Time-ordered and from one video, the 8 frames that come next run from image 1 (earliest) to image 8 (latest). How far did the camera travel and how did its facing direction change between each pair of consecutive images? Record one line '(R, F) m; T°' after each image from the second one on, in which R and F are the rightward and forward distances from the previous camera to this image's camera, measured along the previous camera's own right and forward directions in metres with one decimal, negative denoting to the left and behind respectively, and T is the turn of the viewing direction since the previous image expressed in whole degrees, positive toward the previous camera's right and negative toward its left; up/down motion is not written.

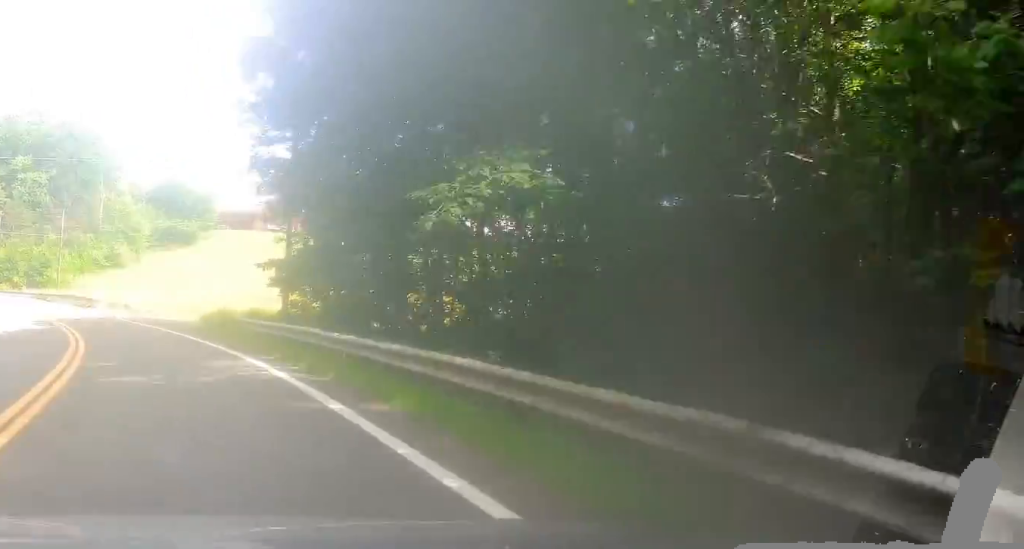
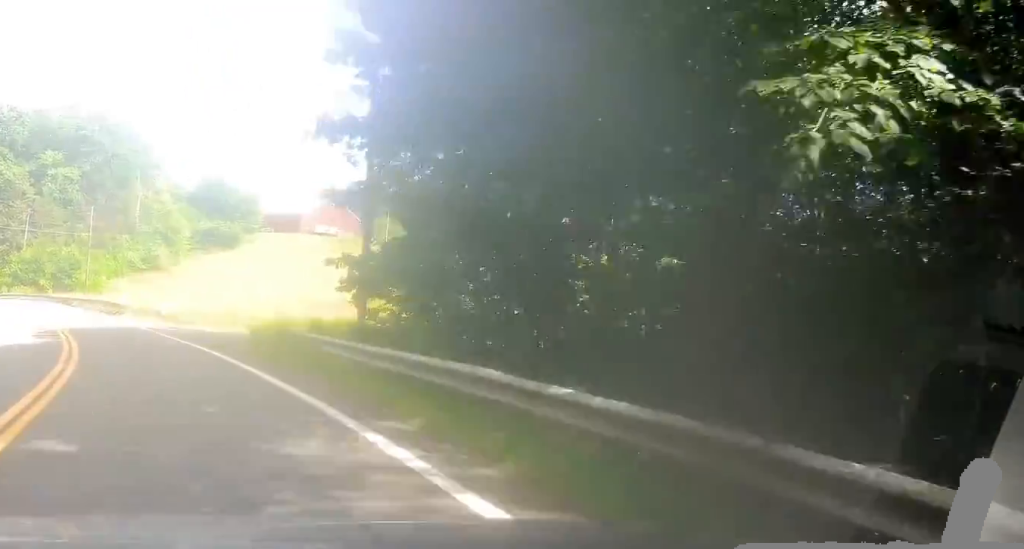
(-0.1, +8.4) m; -2°
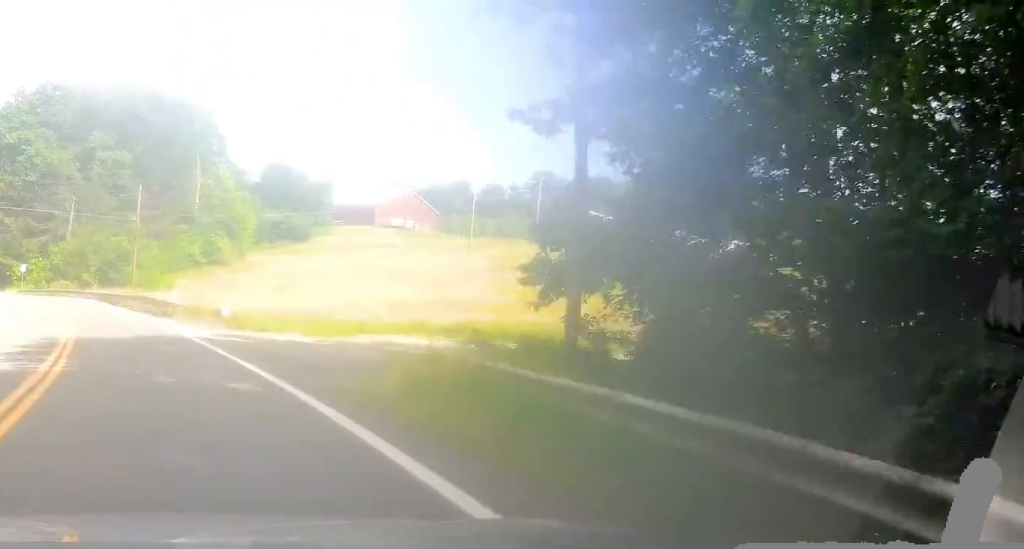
(-0.4, +11.6) m; -4°
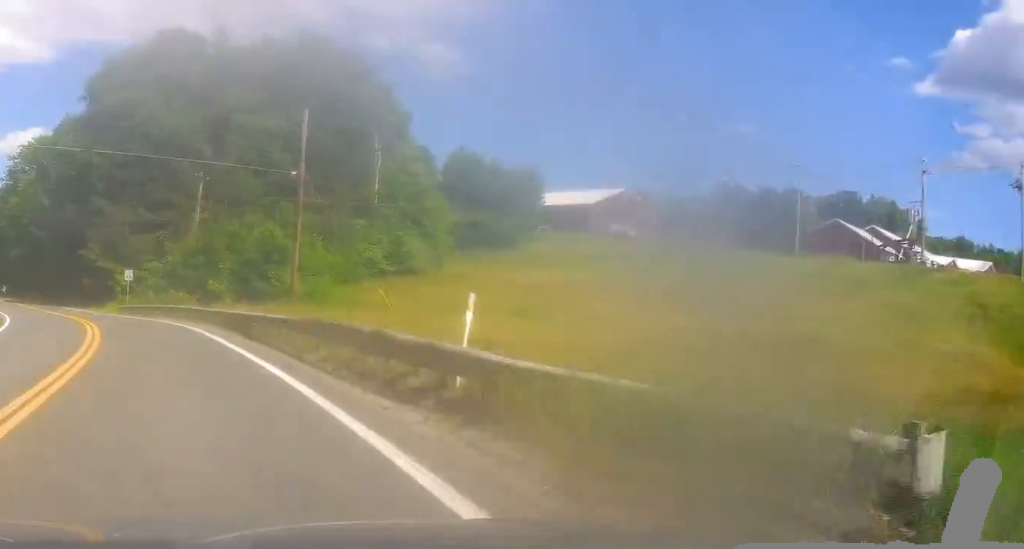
(-2.8, +28.8) m; -11°
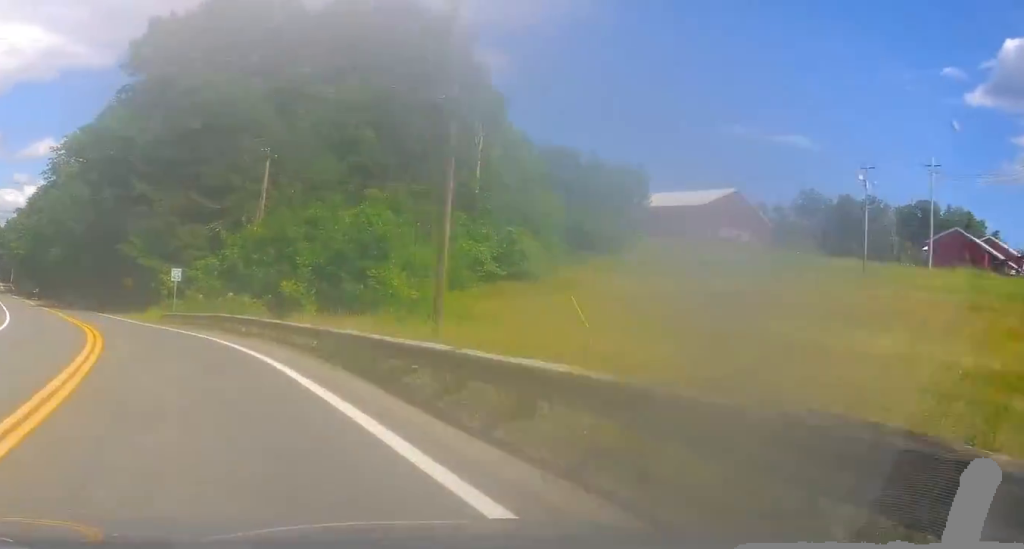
(-0.5, +13.5) m; -5°
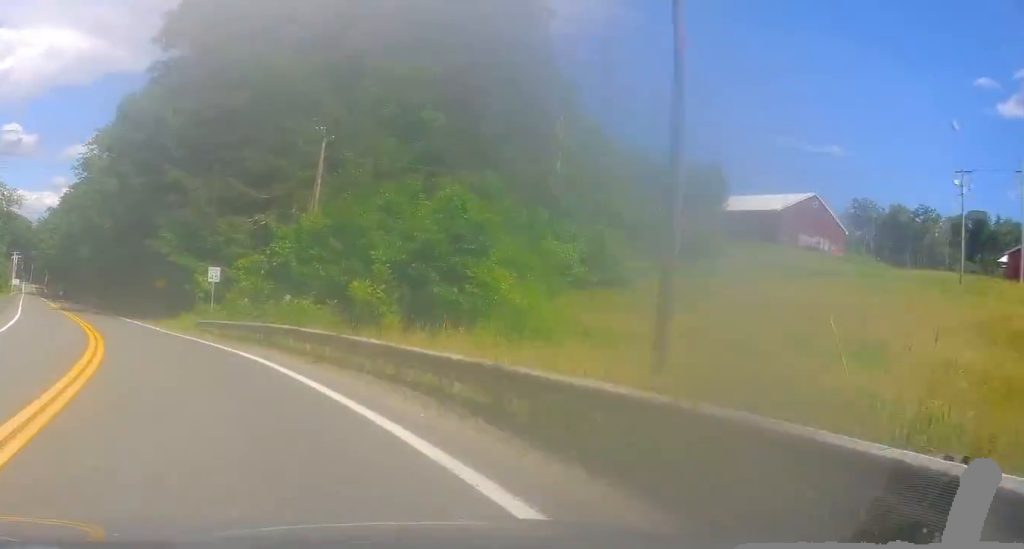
(+0.2, +8.3) m; -3°
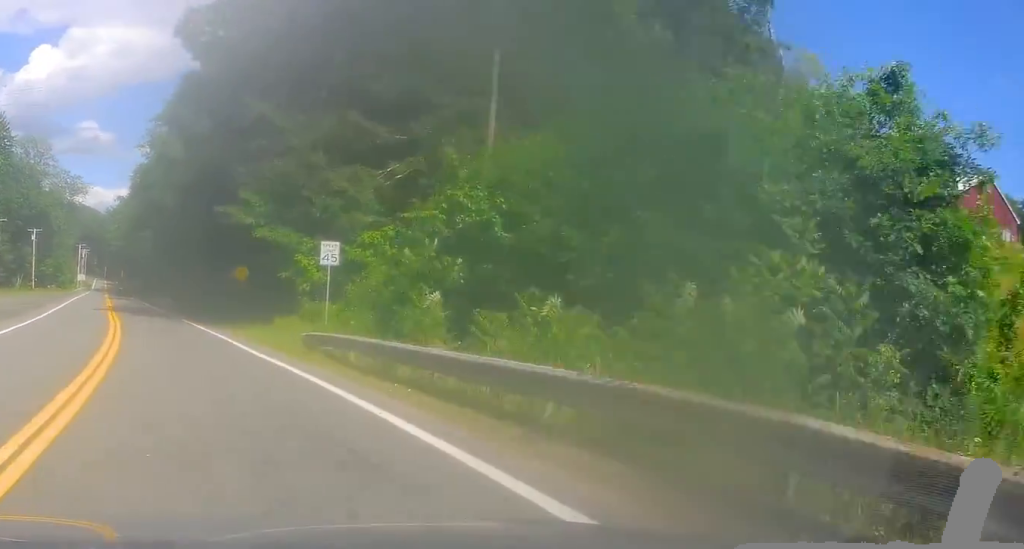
(-1.5, +17.2) m; -6°
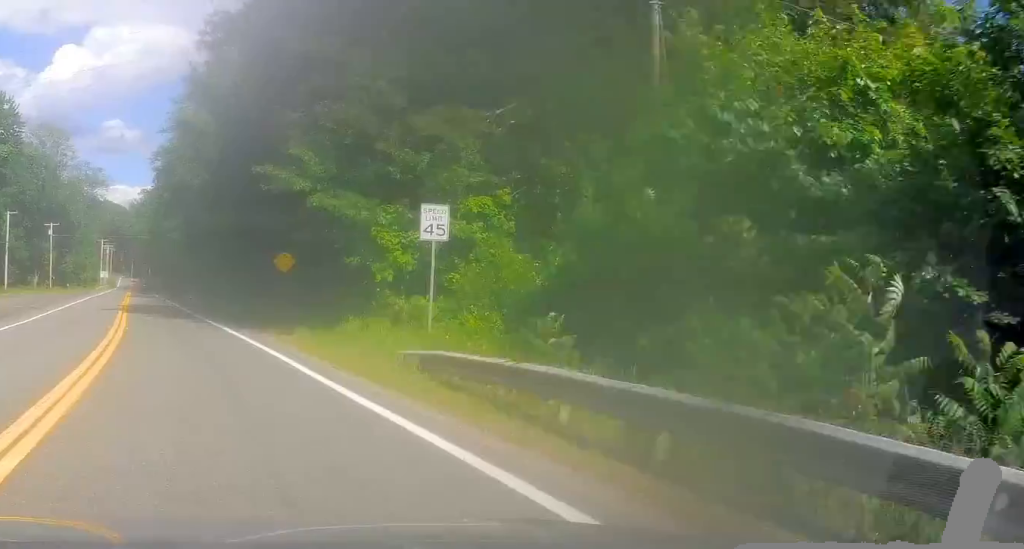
(-0.3, +9.6) m; -2°
